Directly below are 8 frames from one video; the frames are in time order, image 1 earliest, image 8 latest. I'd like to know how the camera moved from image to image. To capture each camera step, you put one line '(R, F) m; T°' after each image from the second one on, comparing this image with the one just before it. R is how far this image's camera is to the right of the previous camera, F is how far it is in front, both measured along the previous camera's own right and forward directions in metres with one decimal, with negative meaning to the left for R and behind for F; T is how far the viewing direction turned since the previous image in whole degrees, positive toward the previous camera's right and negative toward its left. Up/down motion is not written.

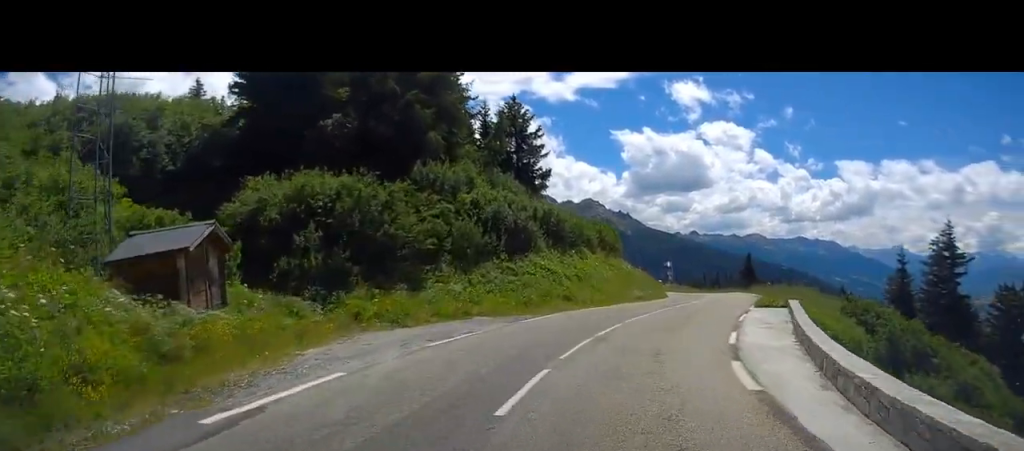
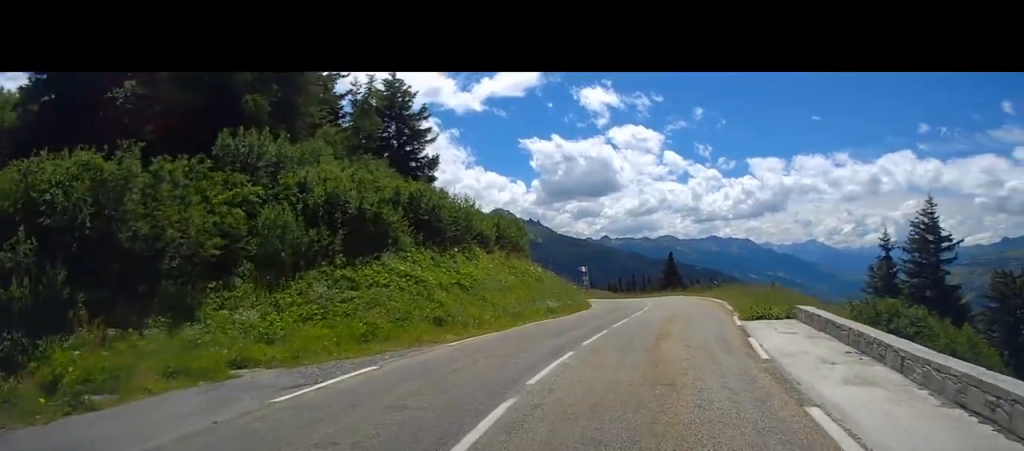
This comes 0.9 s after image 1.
(-0.5, +9.9) m; +6°
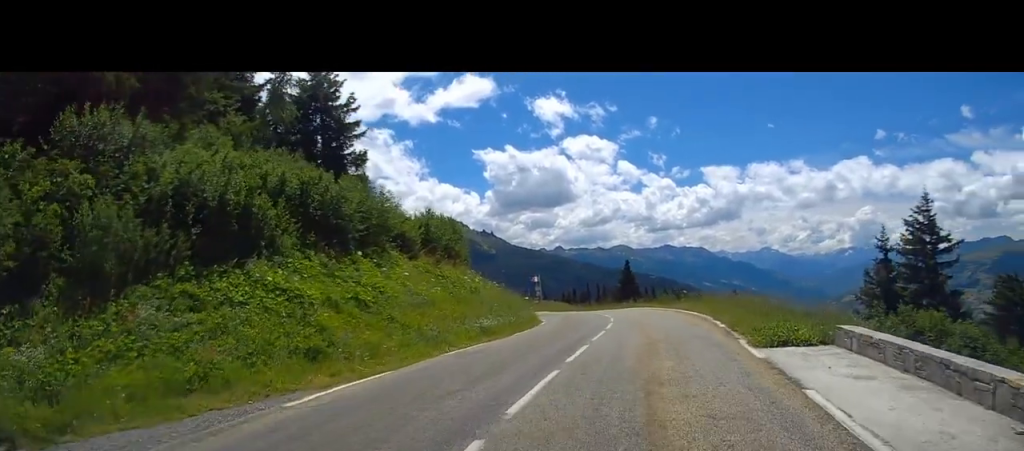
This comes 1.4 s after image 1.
(-1.5, +4.9) m; +8°
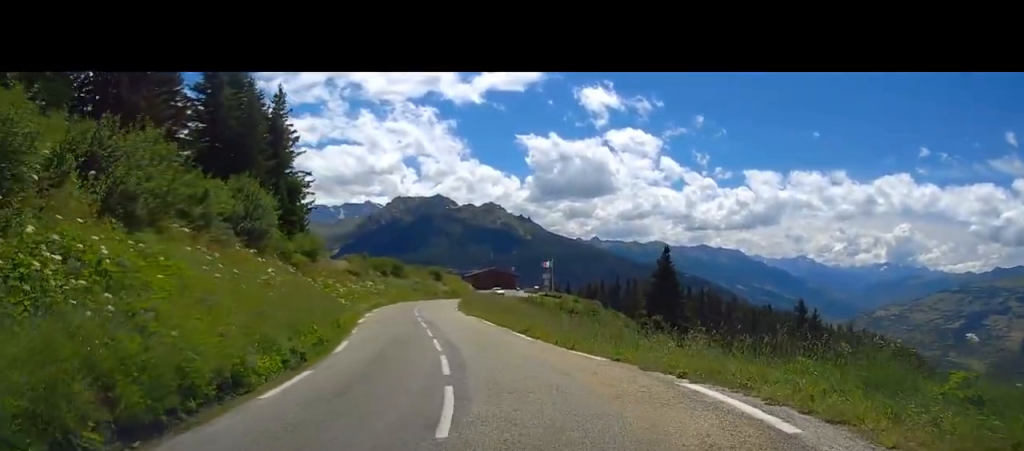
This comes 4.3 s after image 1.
(+2.2, +33.5) m; -17°
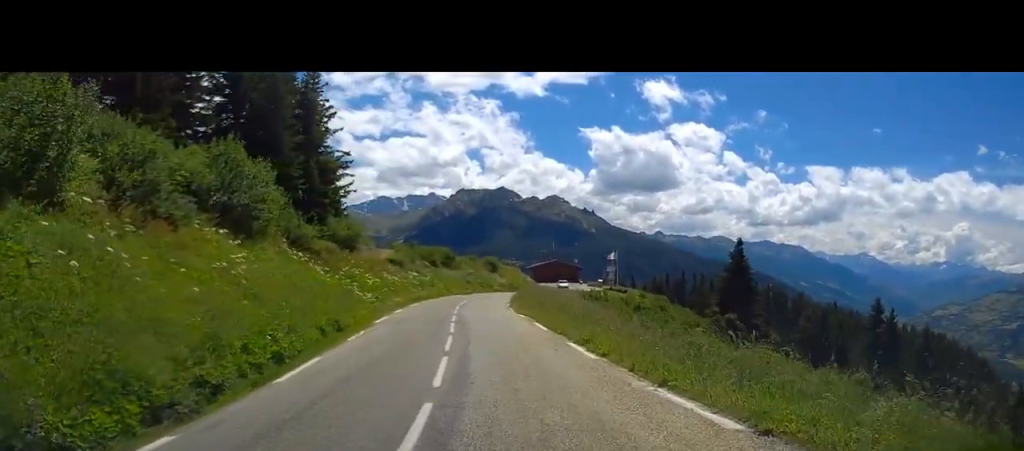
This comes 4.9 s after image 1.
(-0.5, +6.7) m; -3°
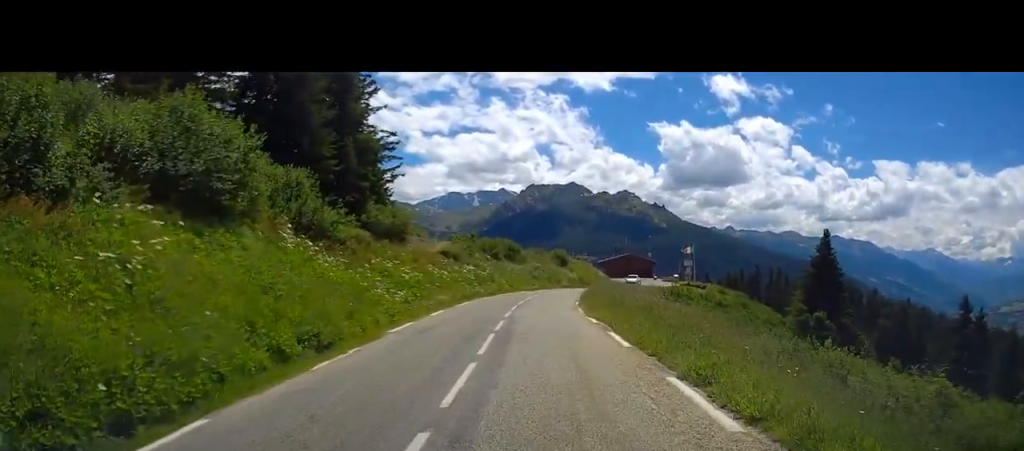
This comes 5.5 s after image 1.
(-0.2, +6.8) m; -2°
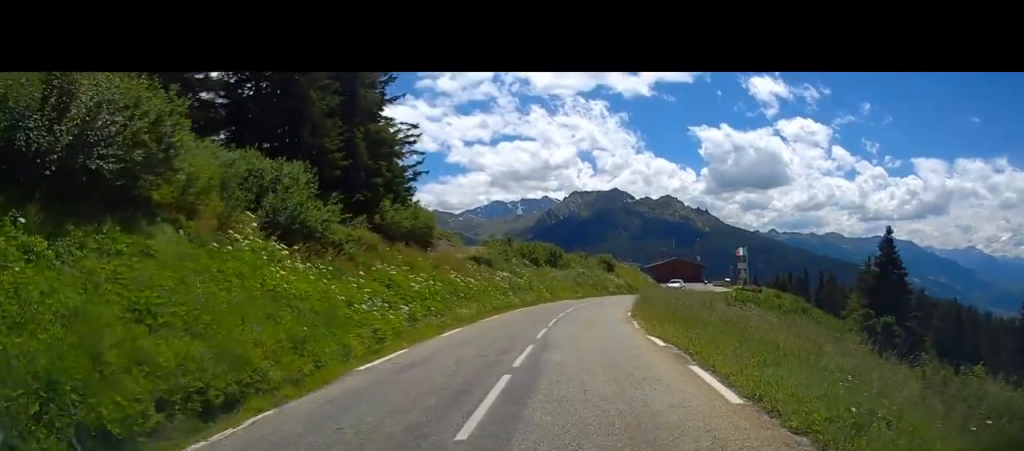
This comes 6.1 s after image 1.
(0.0, +6.0) m; 0°
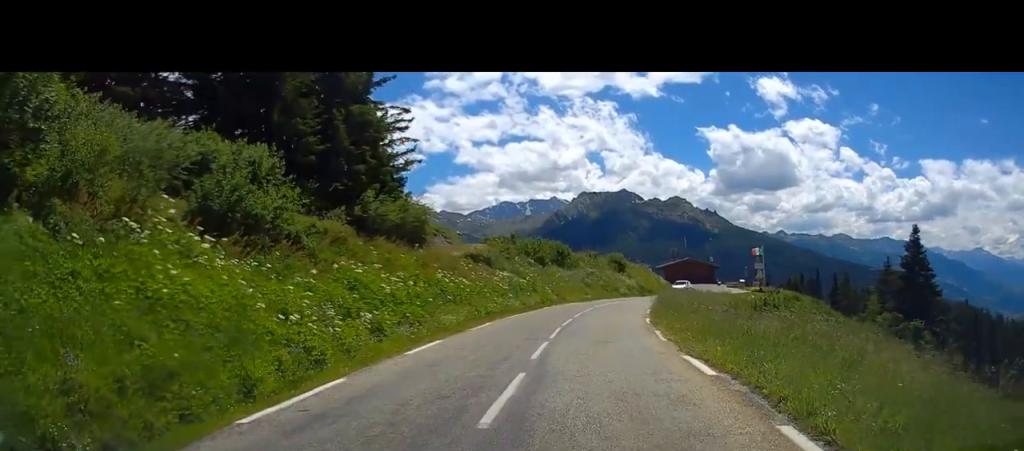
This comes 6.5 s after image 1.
(0.0, +4.5) m; 0°
